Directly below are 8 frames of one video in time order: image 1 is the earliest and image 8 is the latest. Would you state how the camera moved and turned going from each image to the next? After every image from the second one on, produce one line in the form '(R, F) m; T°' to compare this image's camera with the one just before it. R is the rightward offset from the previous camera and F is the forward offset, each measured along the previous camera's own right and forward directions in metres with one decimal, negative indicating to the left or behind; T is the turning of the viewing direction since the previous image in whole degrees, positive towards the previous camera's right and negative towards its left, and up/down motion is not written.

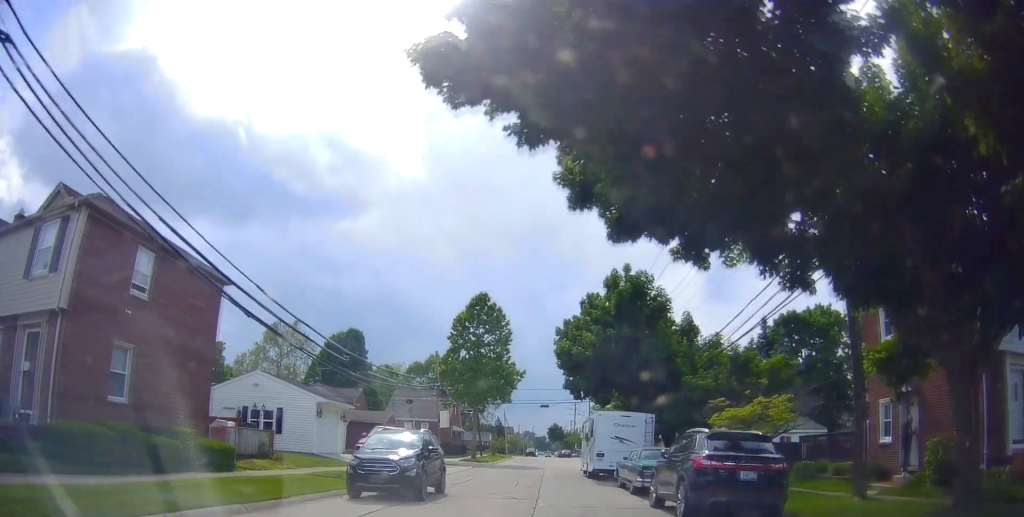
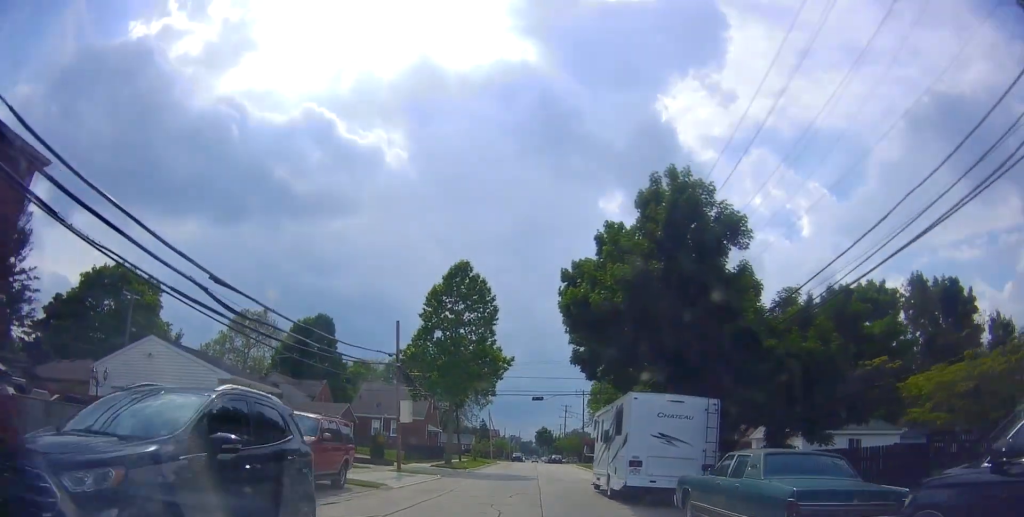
(+0.1, +9.3) m; +2°
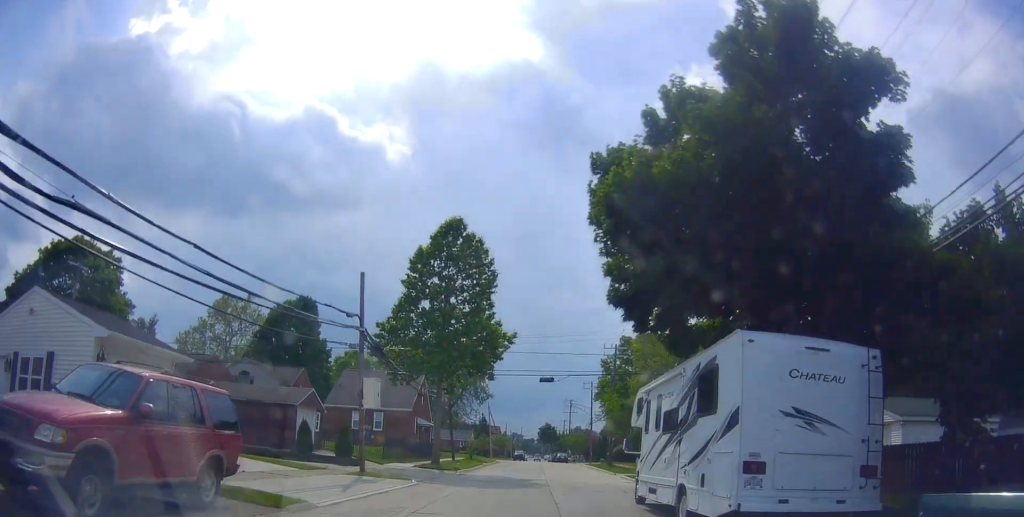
(+0.3, +7.5) m; +3°
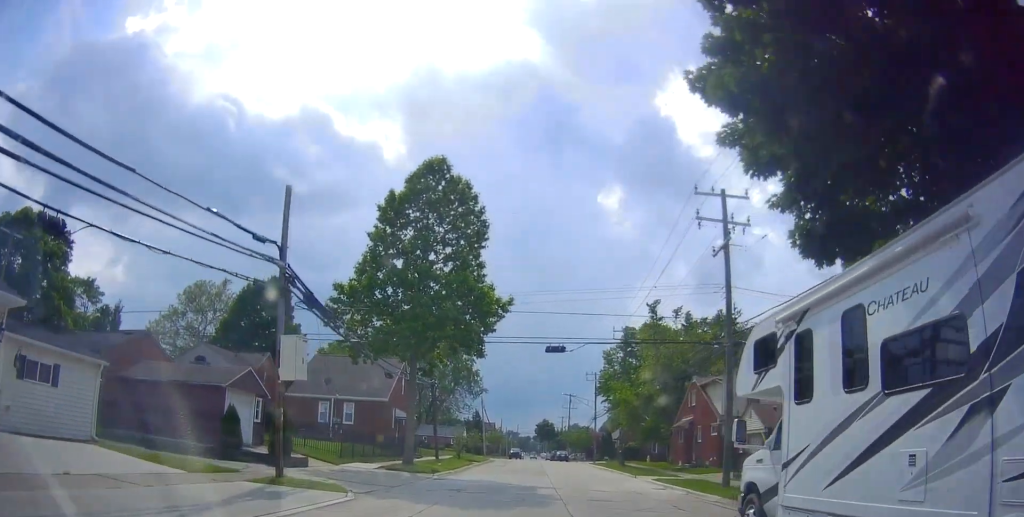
(+0.1, +7.7) m; 0°
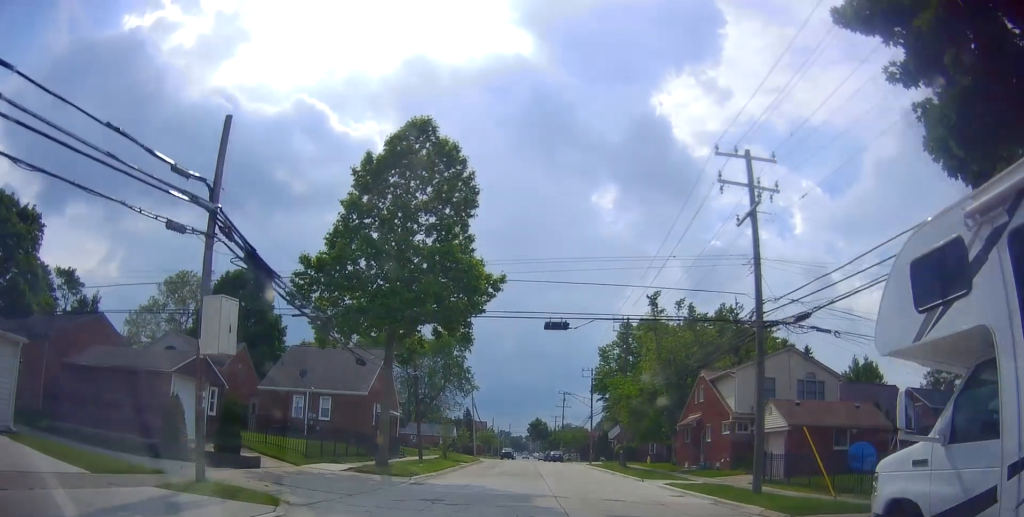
(-0.2, +3.6) m; 0°
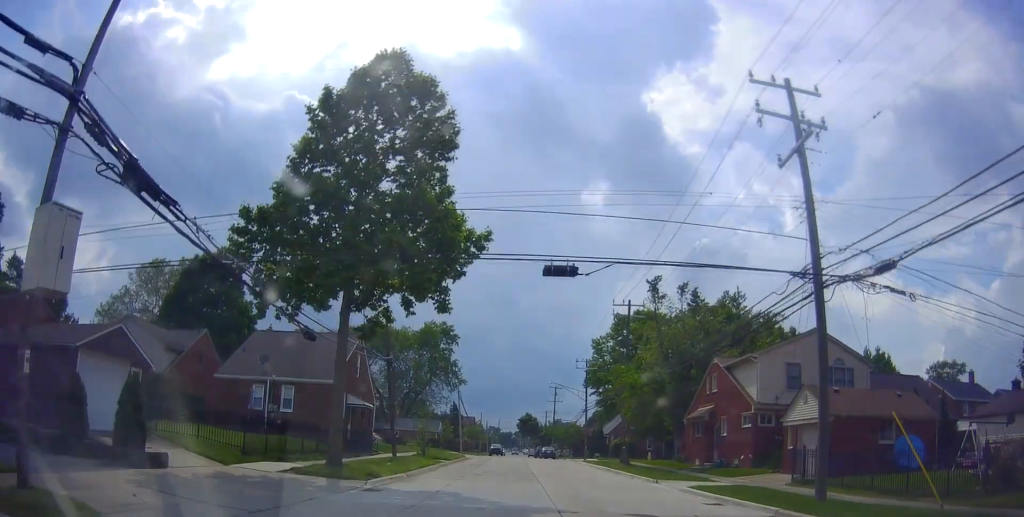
(+0.2, +4.9) m; 0°
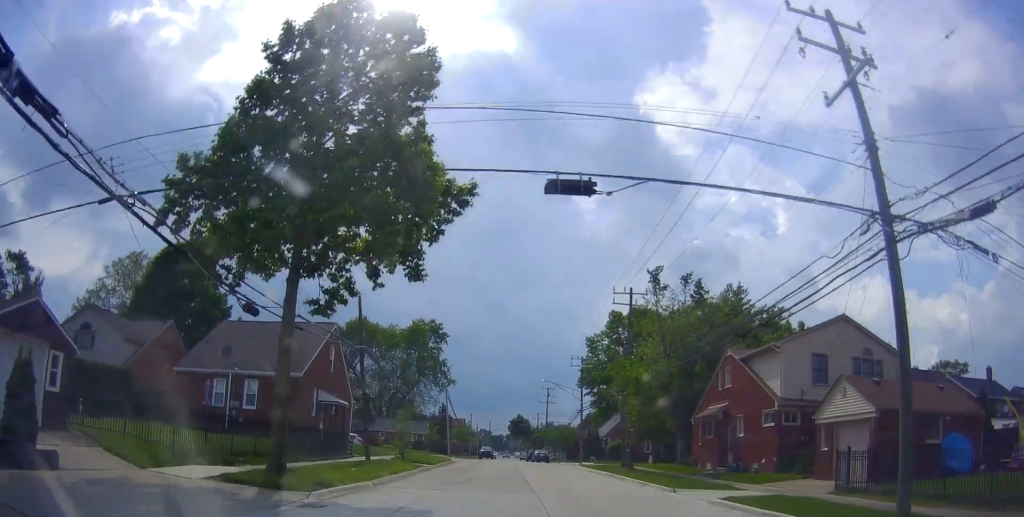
(+0.2, +3.9) m; 0°
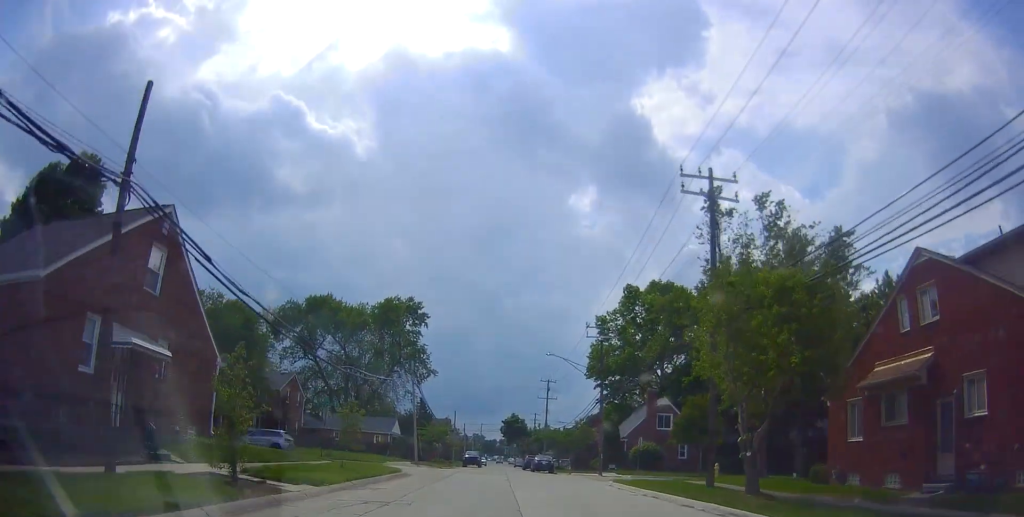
(+0.1, +18.9) m; +3°
